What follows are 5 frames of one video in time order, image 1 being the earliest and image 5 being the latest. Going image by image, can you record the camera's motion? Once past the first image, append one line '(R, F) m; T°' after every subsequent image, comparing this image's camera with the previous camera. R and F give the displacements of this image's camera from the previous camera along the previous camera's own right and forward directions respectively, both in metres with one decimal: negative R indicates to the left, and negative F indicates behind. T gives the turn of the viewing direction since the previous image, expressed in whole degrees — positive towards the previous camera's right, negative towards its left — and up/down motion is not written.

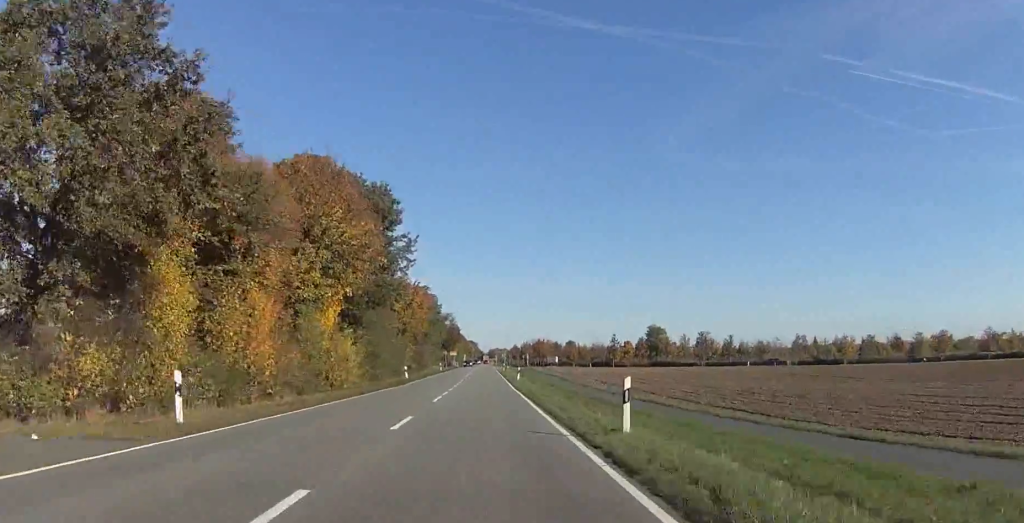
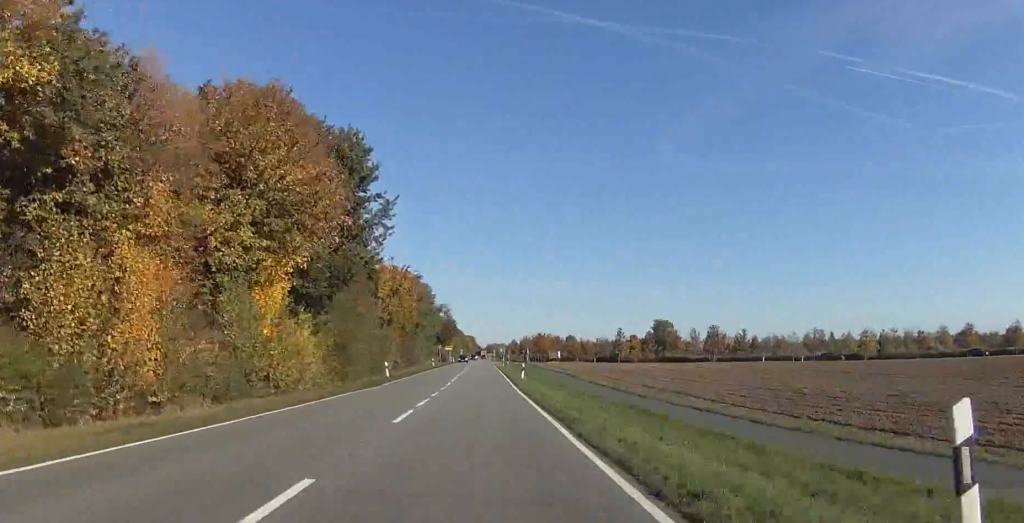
(0.0, +11.5) m; 0°
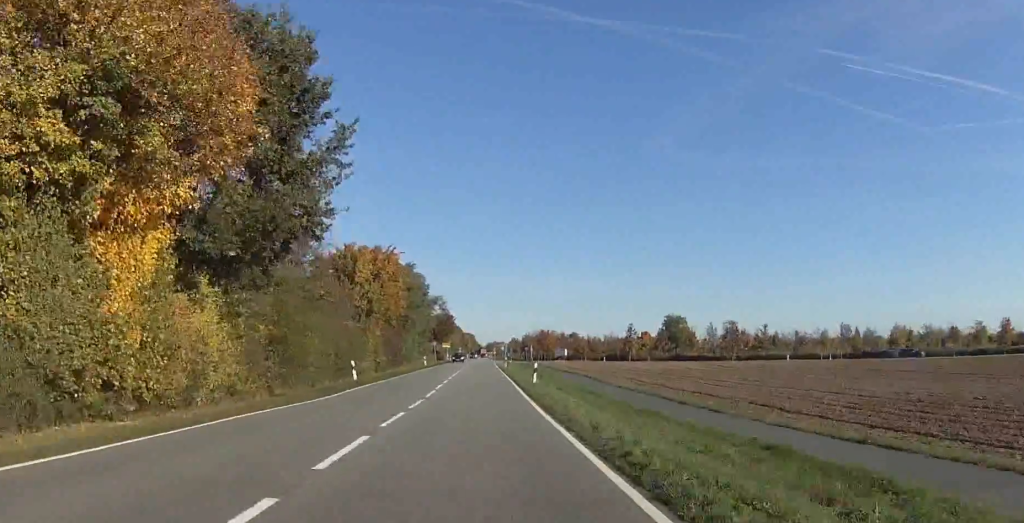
(+0.1, +13.7) m; +1°
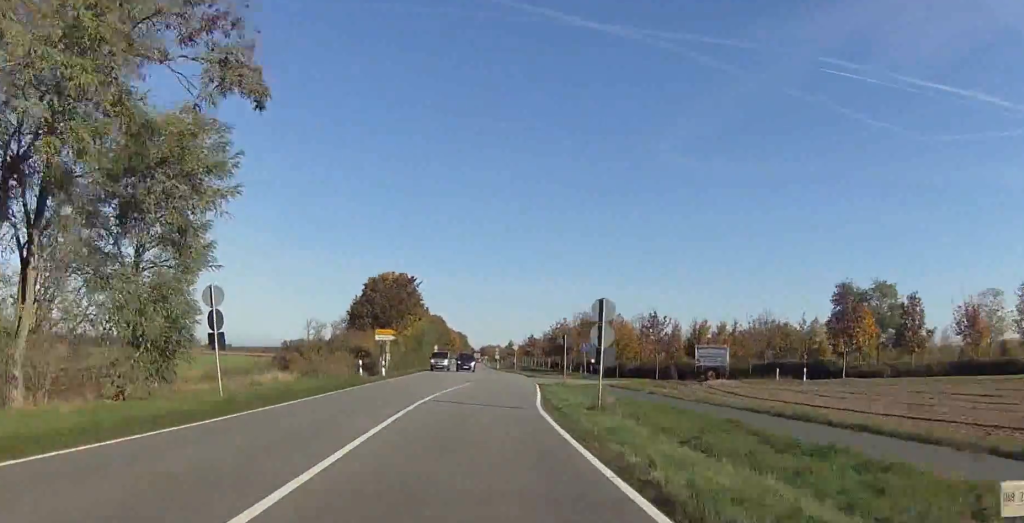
(+0.4, +104.5) m; 0°
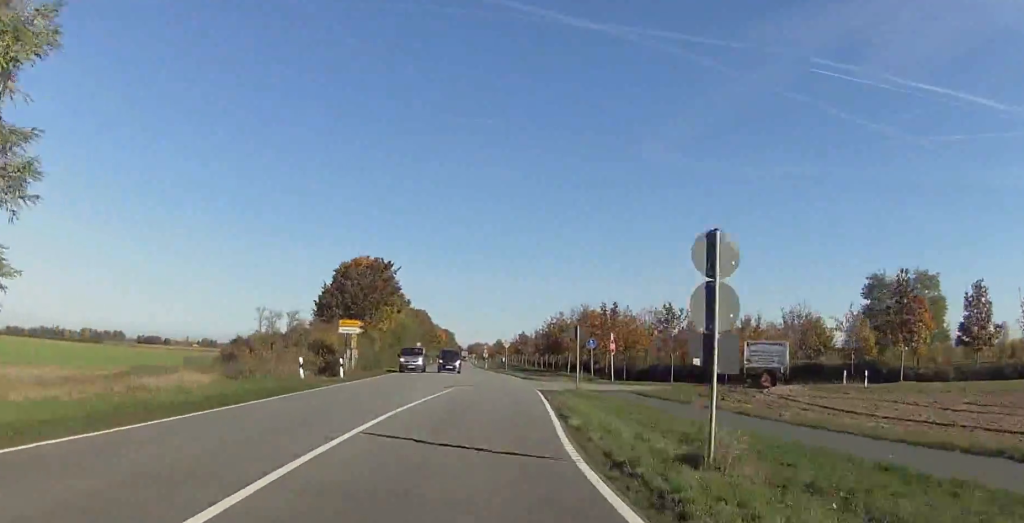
(-0.1, +12.1) m; 0°
